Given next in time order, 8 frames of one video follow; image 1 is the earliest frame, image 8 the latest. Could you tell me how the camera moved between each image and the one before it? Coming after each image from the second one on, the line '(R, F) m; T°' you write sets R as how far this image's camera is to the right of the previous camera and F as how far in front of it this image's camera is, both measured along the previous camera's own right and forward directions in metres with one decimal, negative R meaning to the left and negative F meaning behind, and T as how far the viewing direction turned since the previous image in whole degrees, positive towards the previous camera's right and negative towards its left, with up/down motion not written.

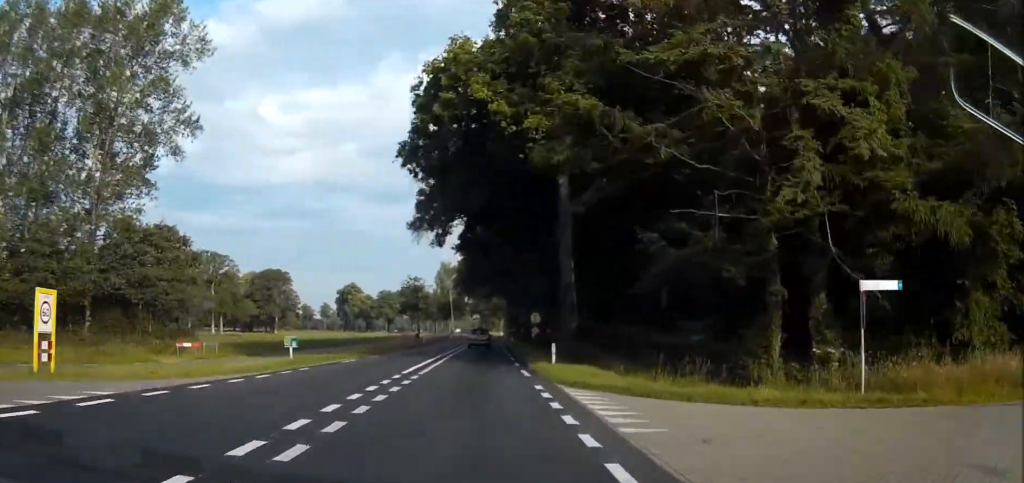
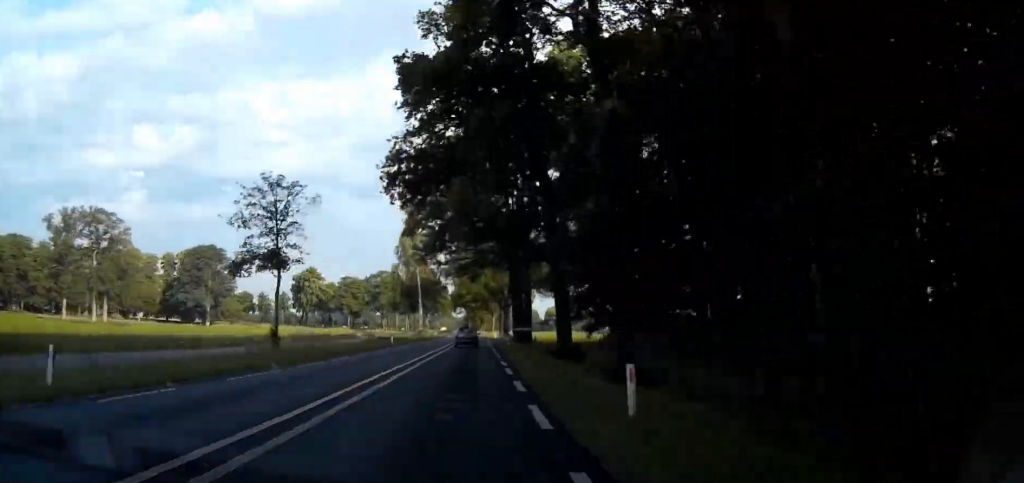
(+1.3, +64.6) m; +1°
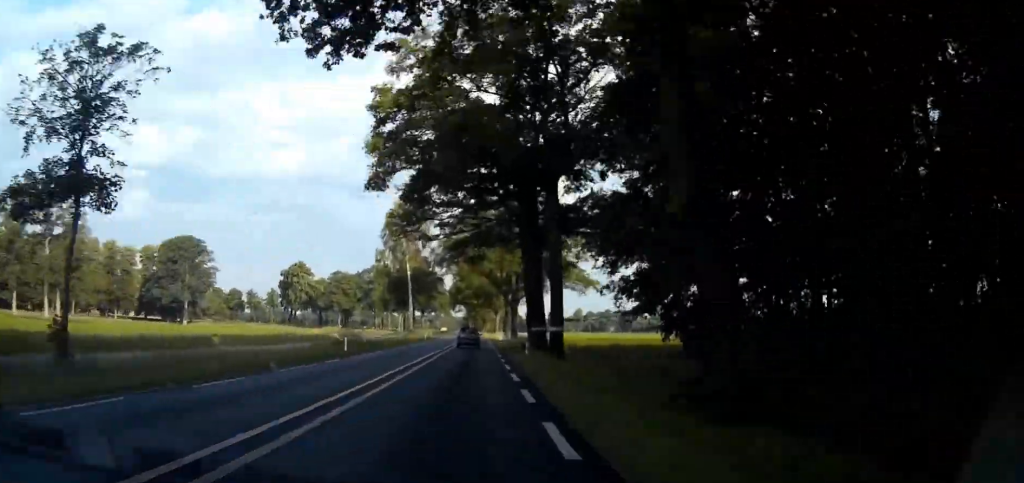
(0.0, +19.9) m; 0°
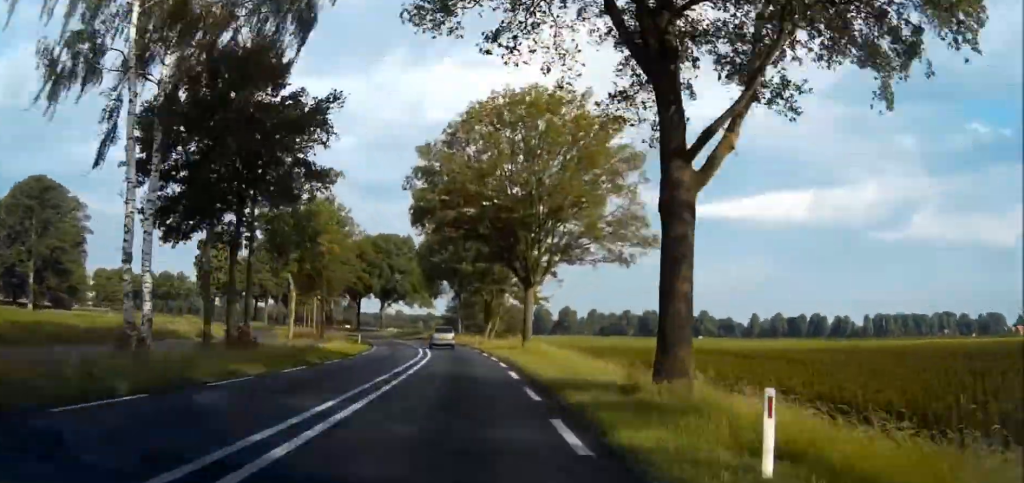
(-2.5, +81.8) m; -3°
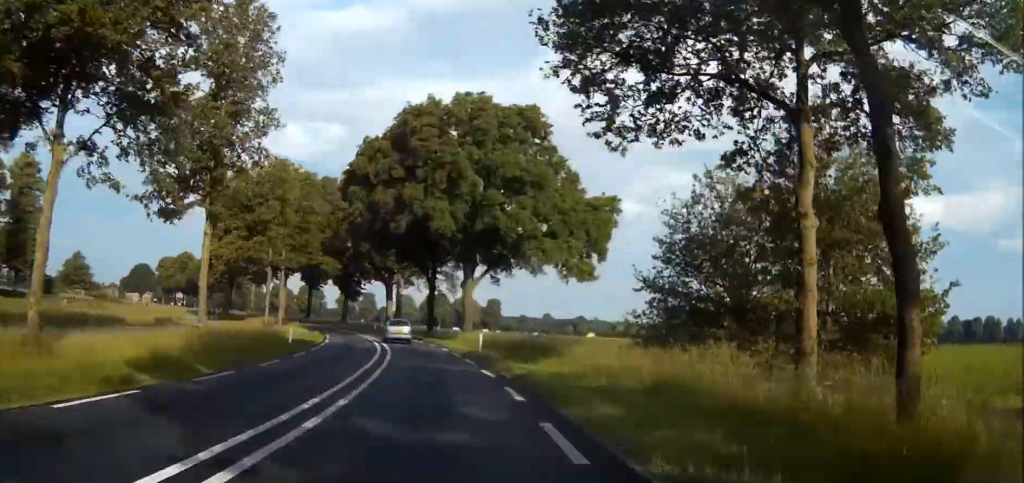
(-4.3, +70.9) m; -12°
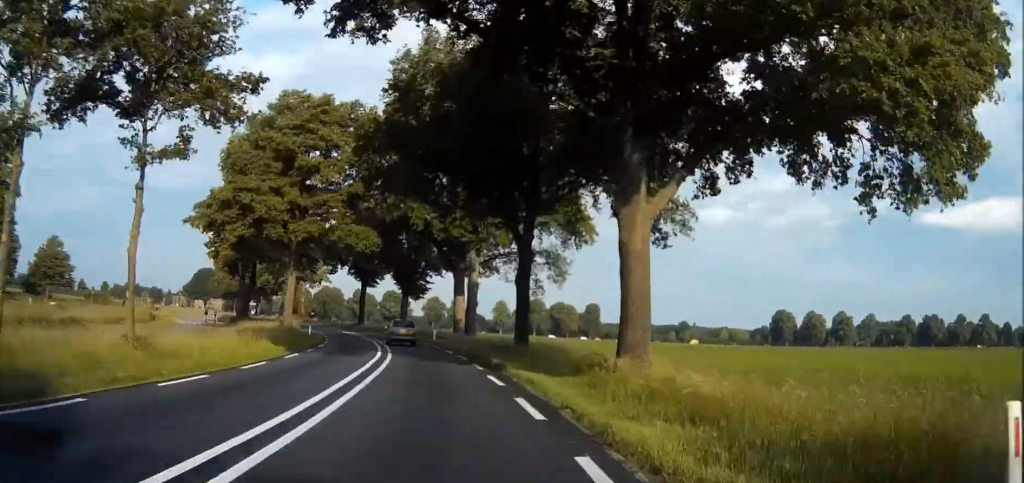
(-1.6, +31.9) m; -9°
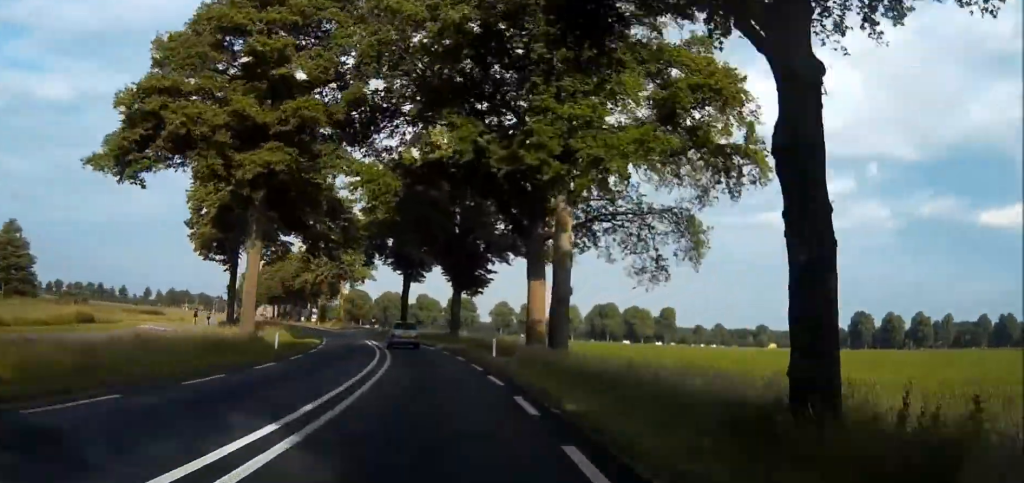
(-2.8, +22.9) m; -4°
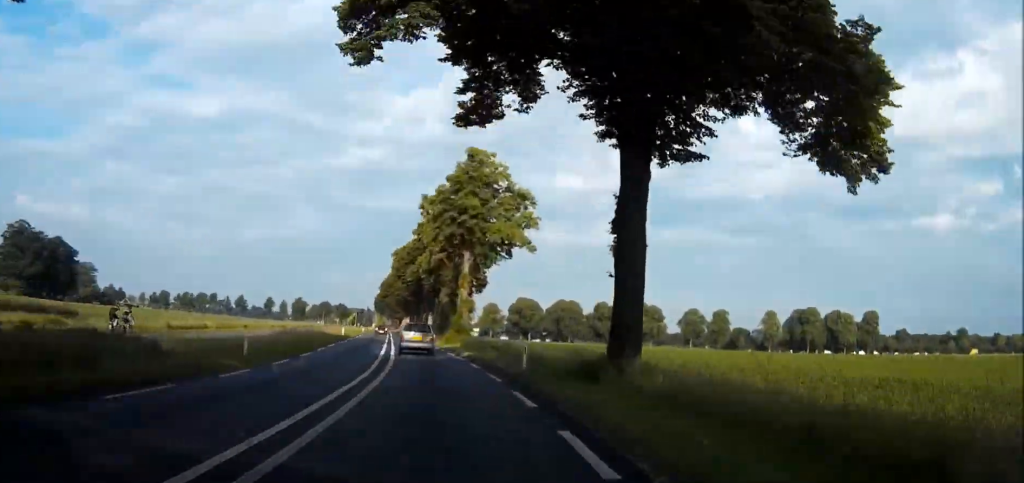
(-3.1, +58.6) m; -8°
